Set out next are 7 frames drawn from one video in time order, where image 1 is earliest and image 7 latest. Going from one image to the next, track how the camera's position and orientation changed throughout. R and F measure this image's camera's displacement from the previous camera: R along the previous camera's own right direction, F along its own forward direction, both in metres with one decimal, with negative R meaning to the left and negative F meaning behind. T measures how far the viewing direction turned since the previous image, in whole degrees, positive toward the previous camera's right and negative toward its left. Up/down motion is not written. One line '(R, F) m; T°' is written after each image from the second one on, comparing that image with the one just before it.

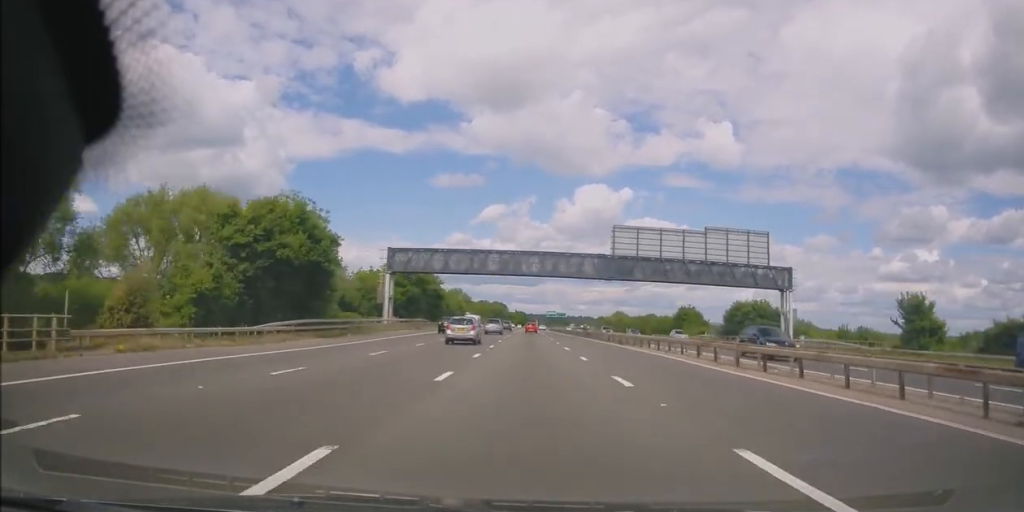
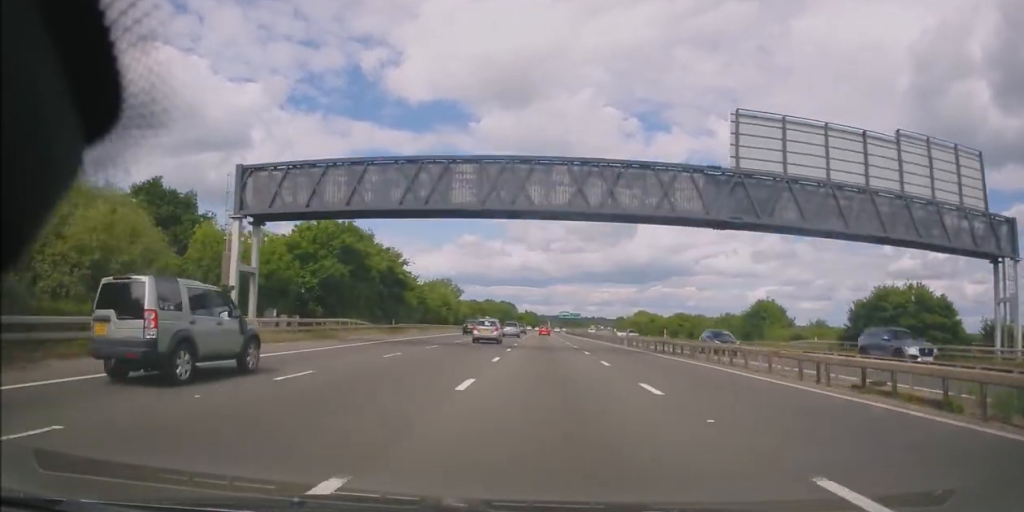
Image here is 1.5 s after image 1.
(+0.3, +35.7) m; -1°
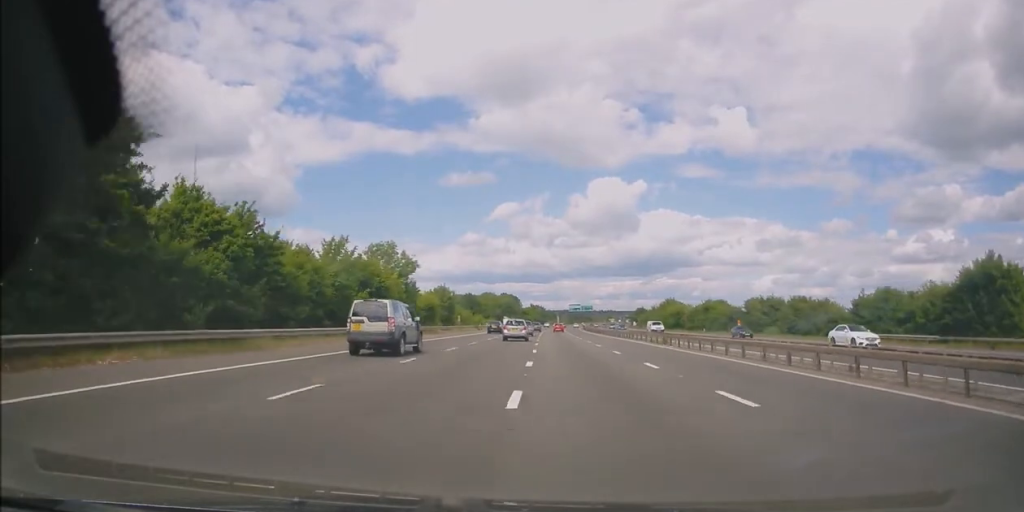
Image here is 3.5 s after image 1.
(-0.8, +45.7) m; -1°
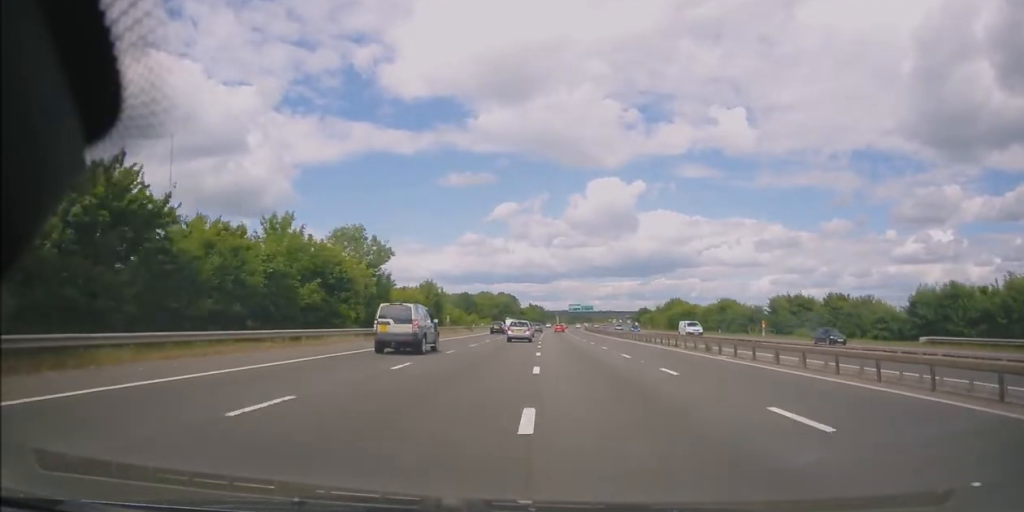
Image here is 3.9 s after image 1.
(0.0, +10.4) m; 0°
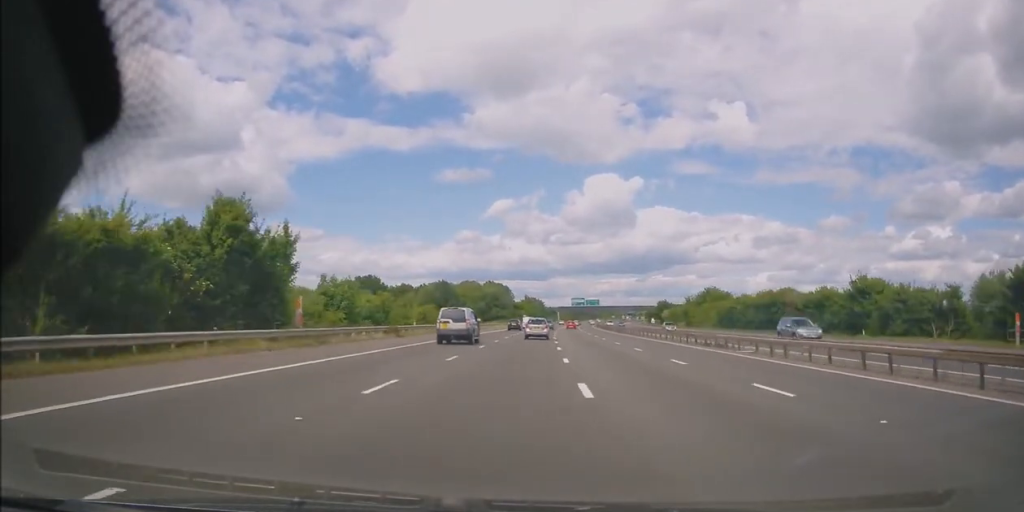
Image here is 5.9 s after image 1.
(+0.3, +48.9) m; +1°
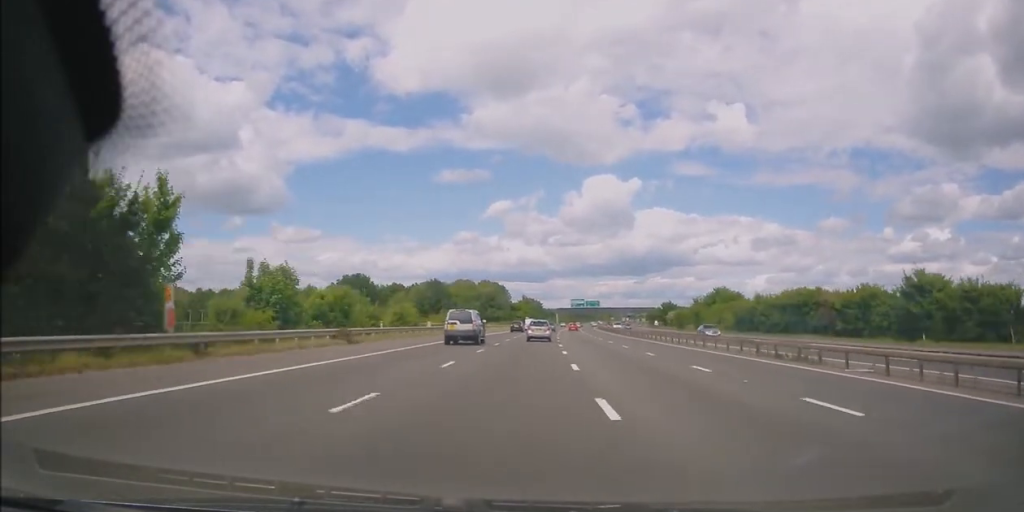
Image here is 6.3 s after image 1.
(-0.2, +10.7) m; 0°
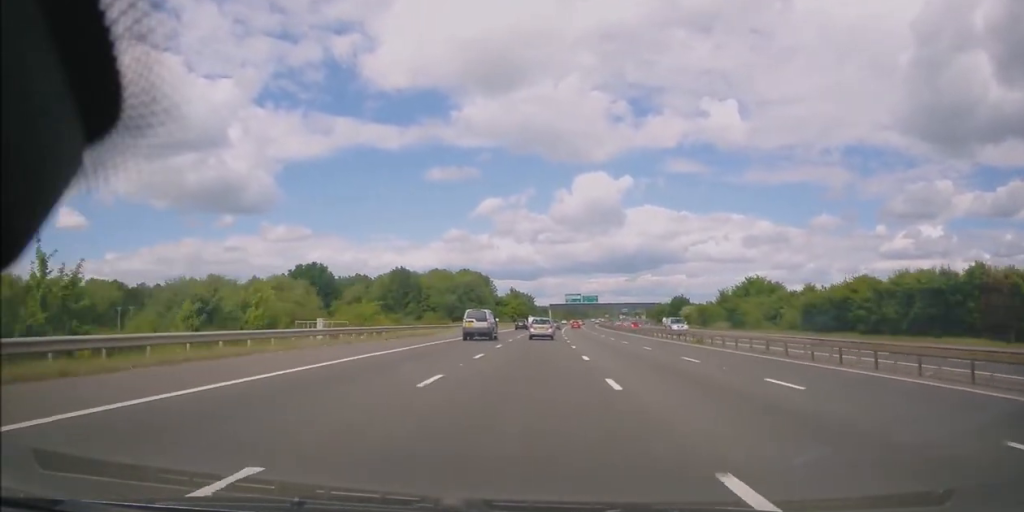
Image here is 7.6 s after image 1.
(+0.5, +30.5) m; 0°
